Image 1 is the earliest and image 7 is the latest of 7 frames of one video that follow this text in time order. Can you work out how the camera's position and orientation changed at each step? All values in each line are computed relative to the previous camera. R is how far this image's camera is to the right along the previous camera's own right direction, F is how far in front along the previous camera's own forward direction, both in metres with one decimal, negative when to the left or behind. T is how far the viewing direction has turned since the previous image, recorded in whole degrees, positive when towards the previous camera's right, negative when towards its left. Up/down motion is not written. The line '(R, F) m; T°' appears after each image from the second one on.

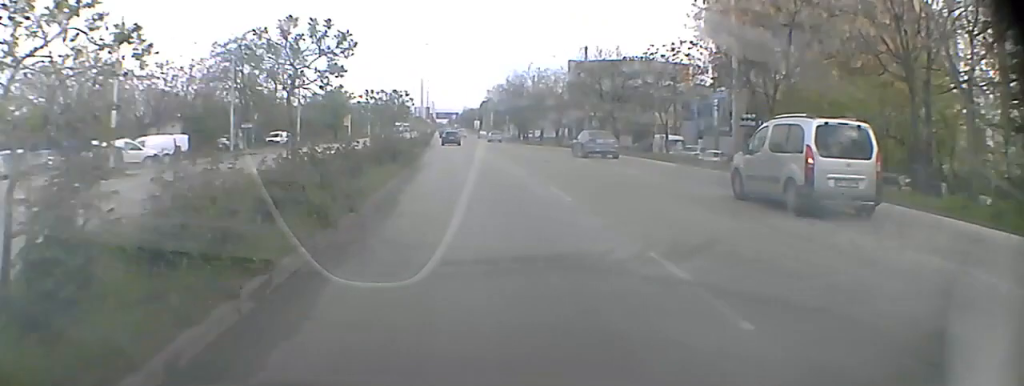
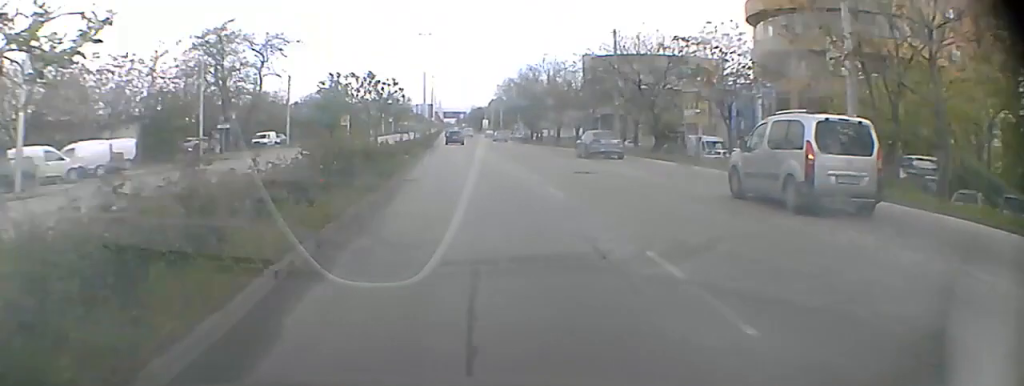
(0.0, +9.3) m; -1°
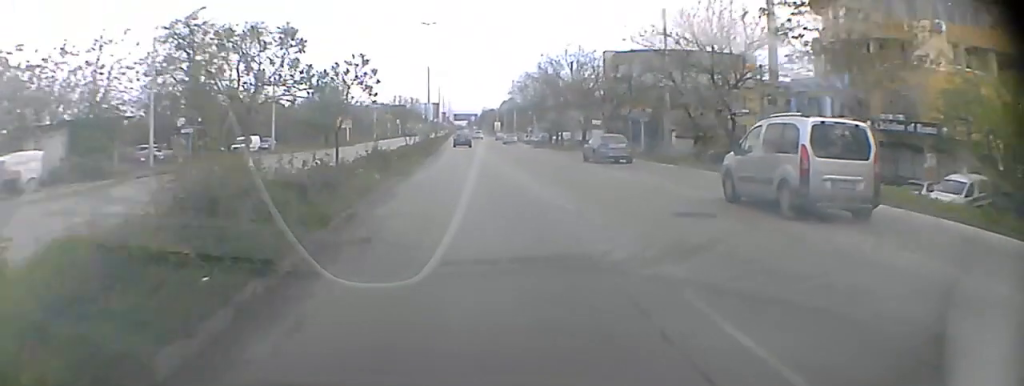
(-0.2, +10.8) m; -1°
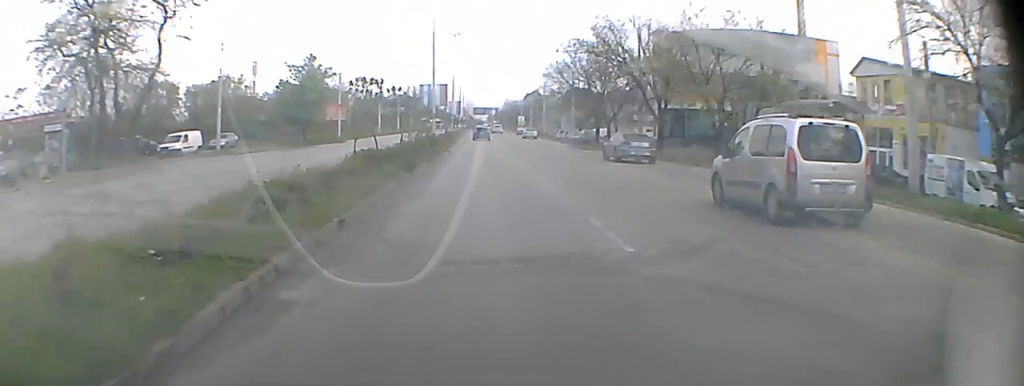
(-0.4, +21.6) m; -2°
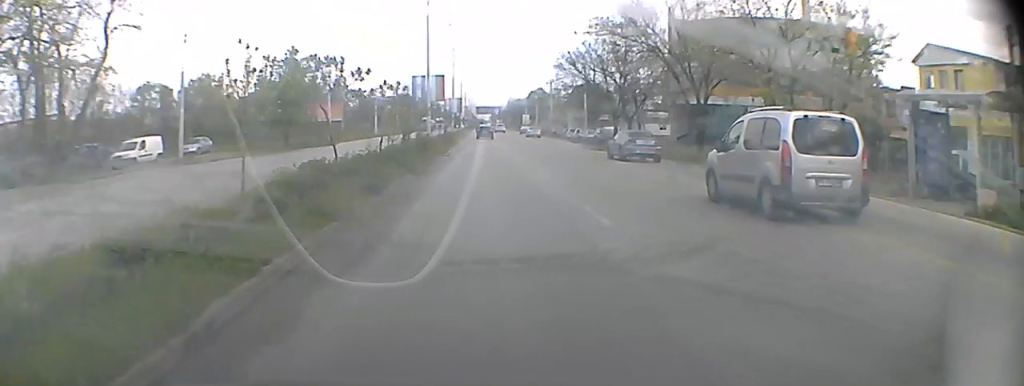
(-0.1, +7.7) m; 0°
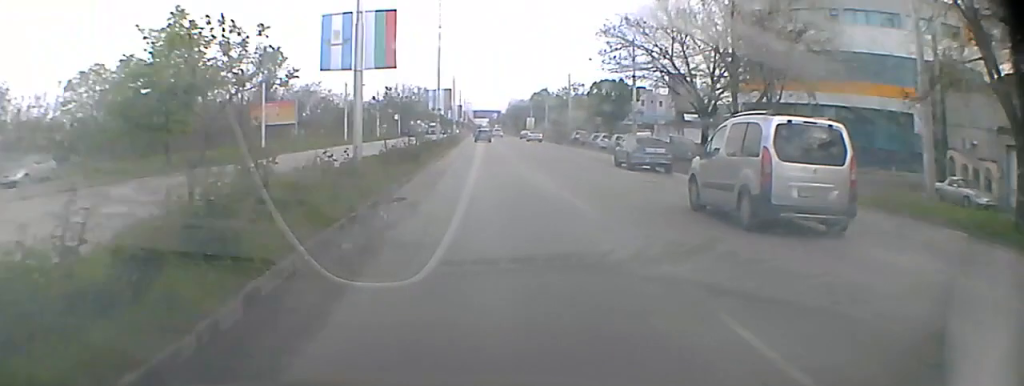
(-0.1, +24.6) m; 0°
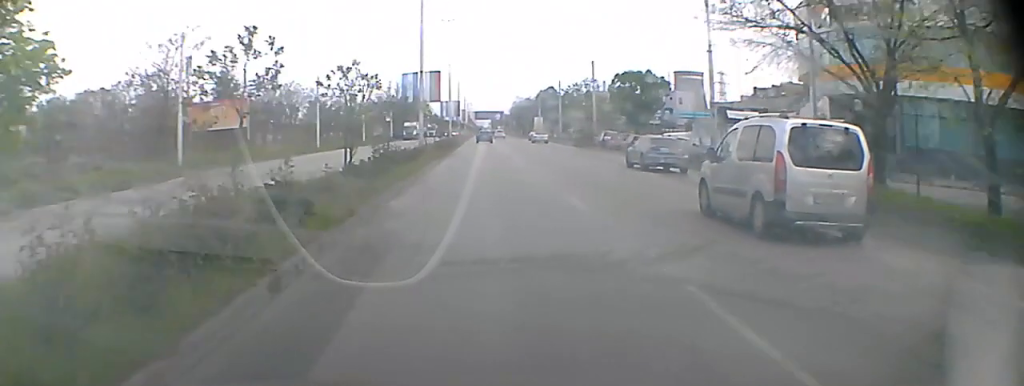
(0.0, +16.9) m; 0°
